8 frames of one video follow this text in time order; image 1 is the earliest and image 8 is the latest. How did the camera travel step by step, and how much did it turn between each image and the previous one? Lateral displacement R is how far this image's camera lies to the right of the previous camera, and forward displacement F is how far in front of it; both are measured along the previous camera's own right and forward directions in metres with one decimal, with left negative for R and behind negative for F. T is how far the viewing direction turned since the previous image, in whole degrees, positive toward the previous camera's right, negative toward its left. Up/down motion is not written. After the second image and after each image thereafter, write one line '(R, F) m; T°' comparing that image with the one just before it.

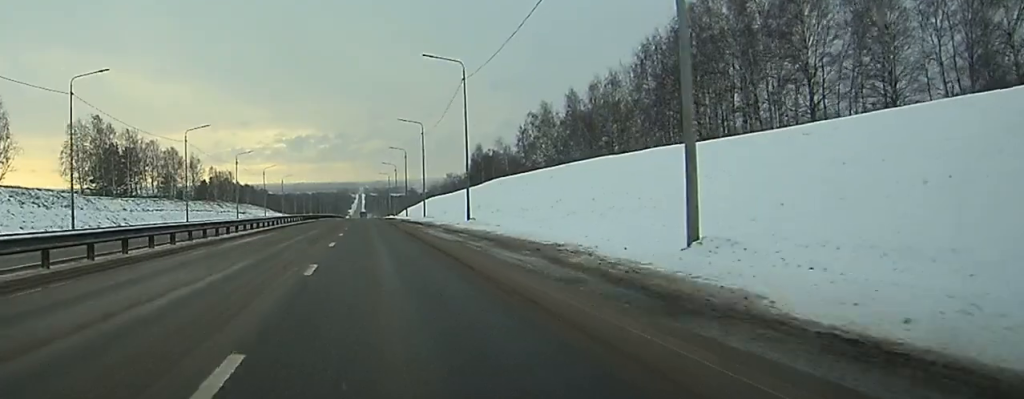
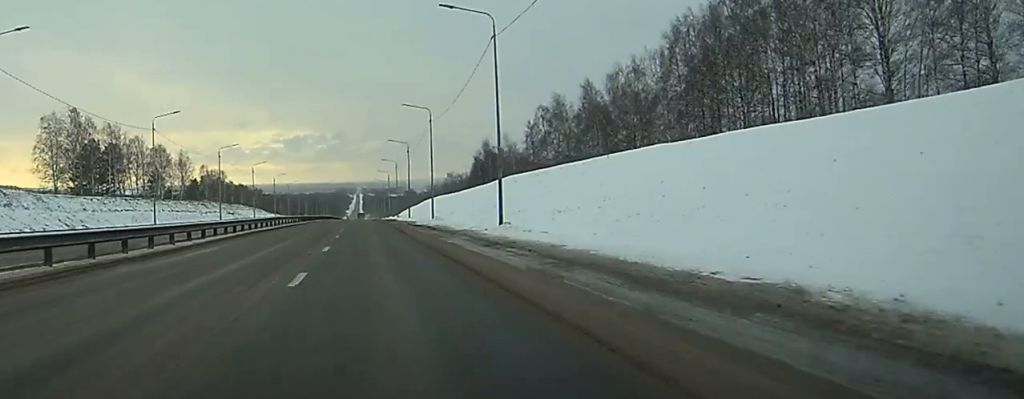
(+0.1, +14.5) m; 0°
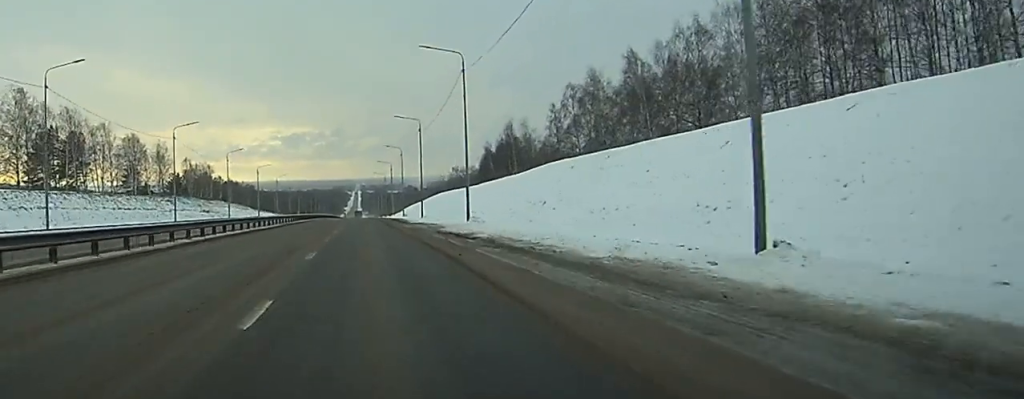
(+0.1, +29.0) m; 0°
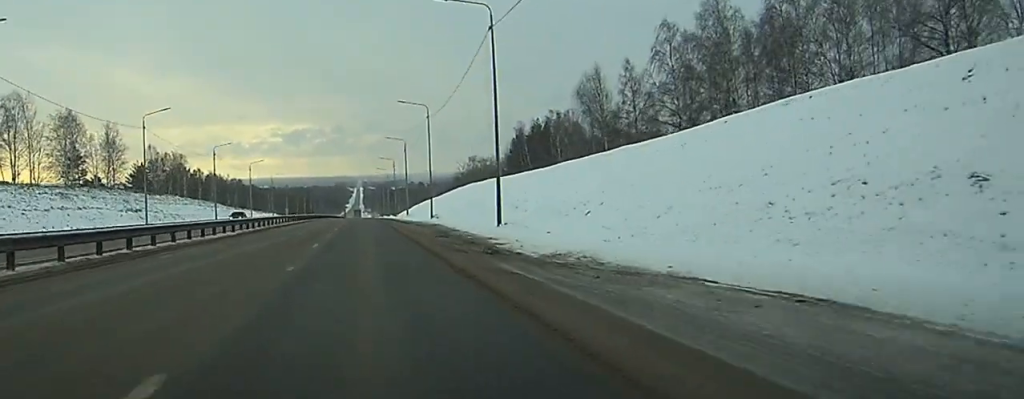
(+0.2, +52.6) m; 0°
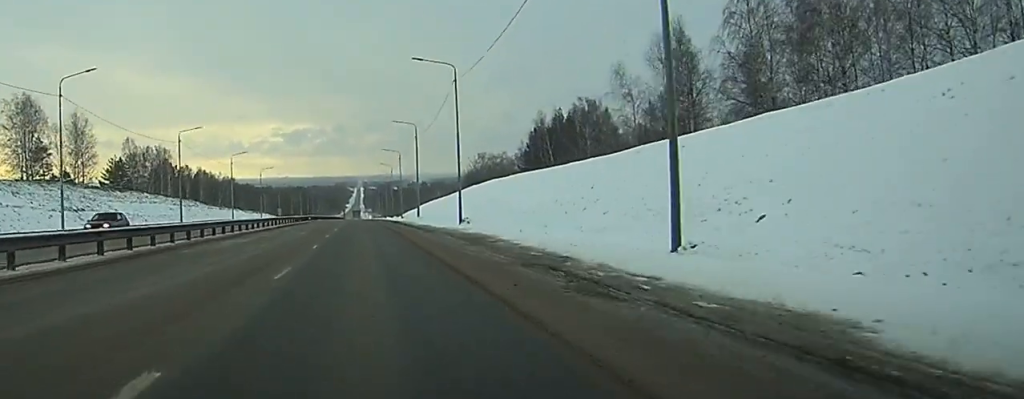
(0.0, +23.7) m; 0°
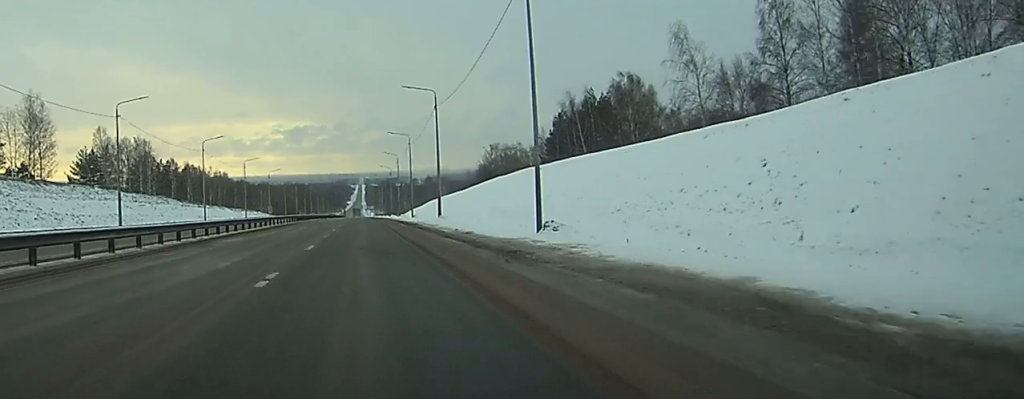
(0.0, +25.6) m; 0°
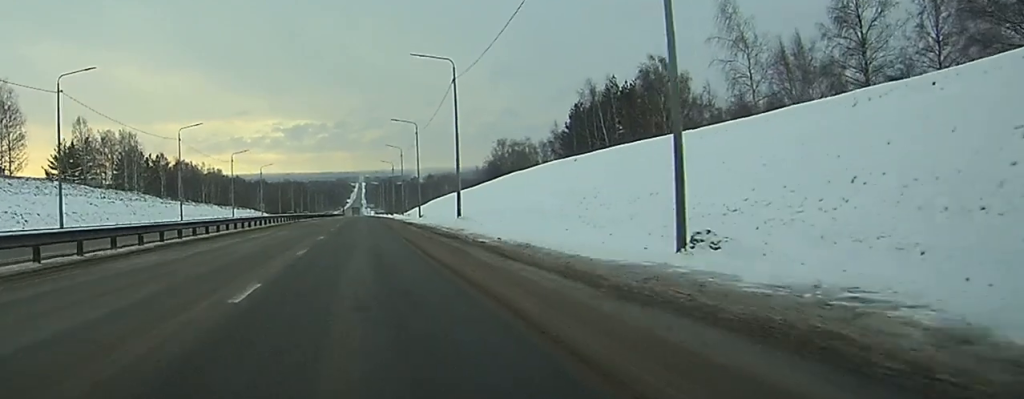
(0.0, +14.7) m; 0°
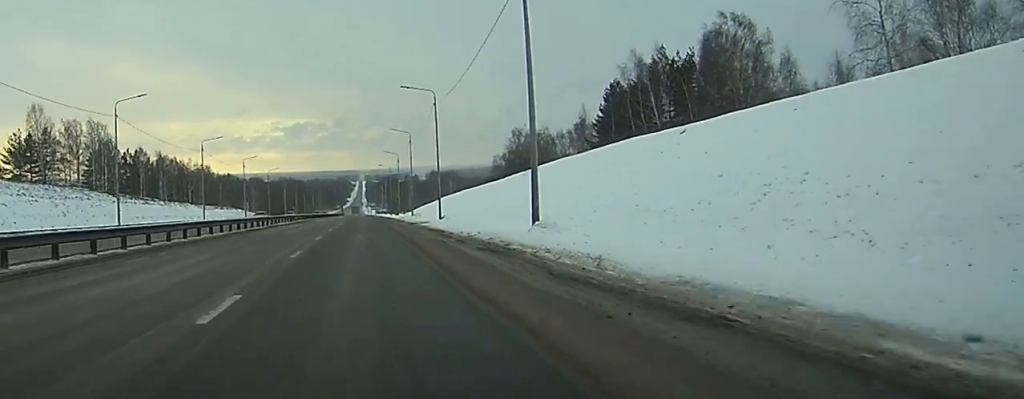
(0.0, +25.7) m; 0°
